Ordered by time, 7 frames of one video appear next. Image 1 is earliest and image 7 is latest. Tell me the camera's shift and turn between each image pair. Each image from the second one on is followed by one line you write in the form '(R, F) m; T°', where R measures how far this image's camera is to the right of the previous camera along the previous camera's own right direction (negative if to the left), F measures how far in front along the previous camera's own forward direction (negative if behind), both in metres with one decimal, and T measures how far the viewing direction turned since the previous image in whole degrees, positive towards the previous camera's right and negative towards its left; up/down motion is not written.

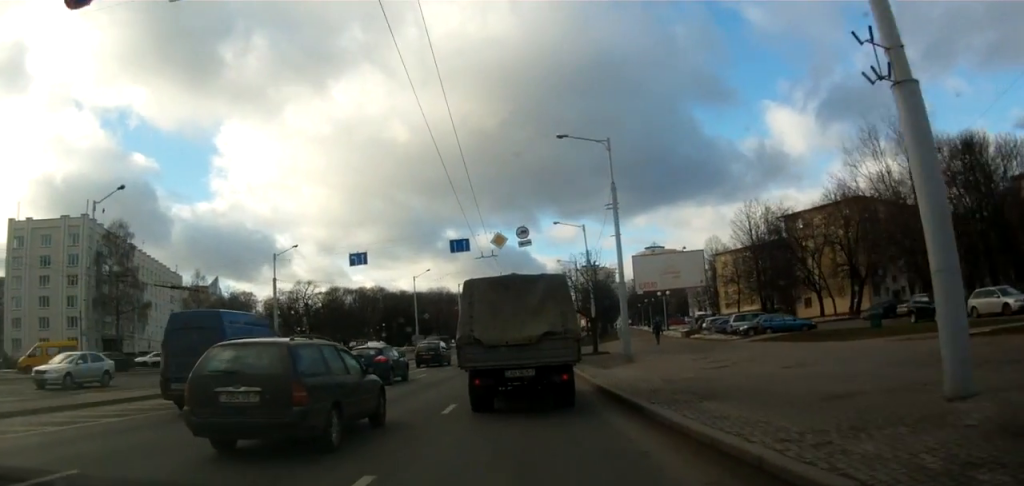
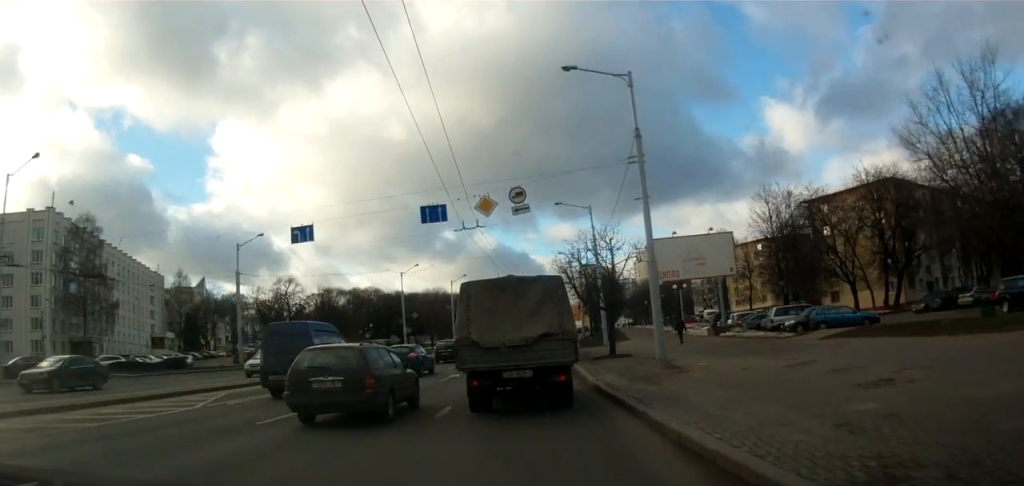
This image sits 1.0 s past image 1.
(0.0, +8.4) m; -1°
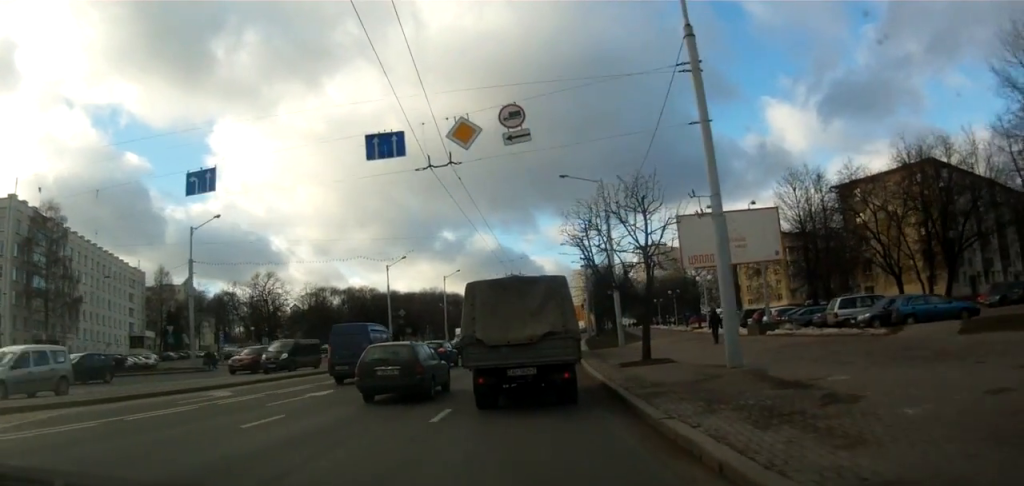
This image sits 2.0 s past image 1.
(-0.2, +8.8) m; +2°
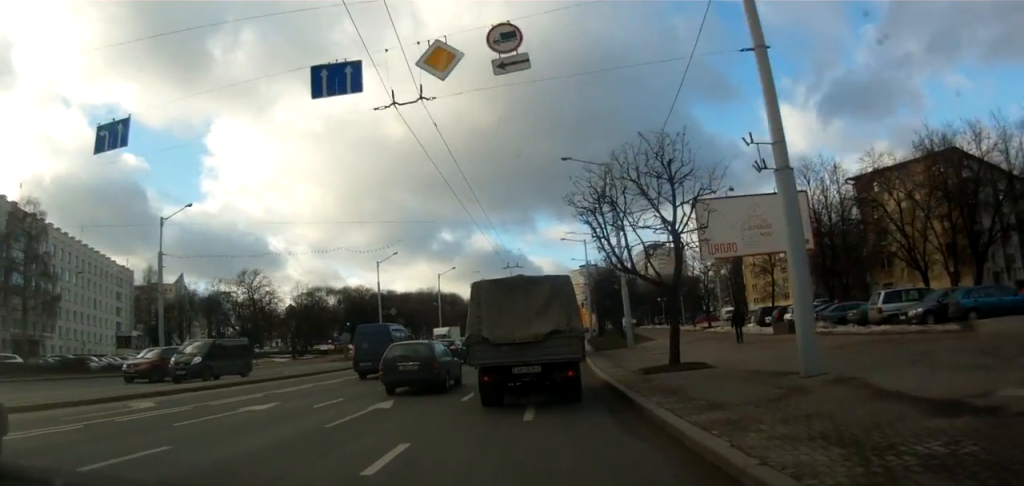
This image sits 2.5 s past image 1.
(-0.2, +4.6) m; +3°
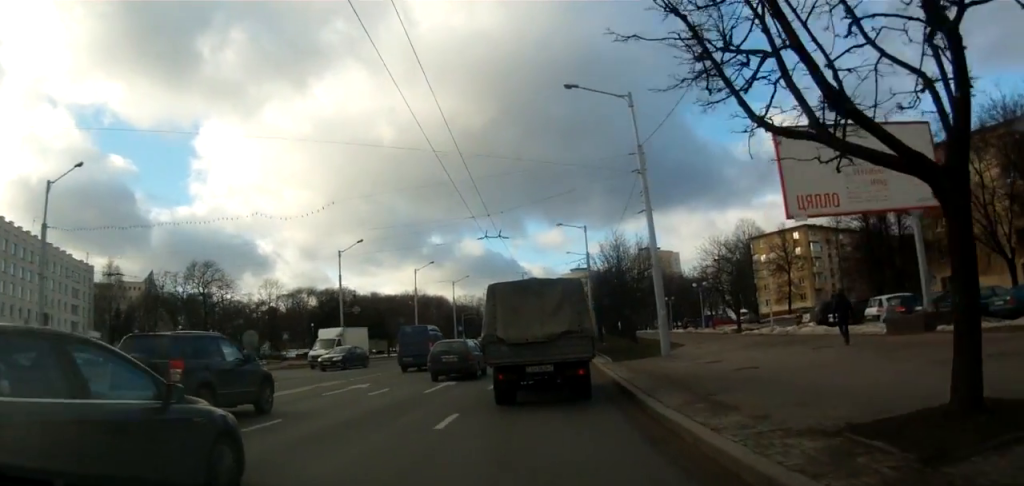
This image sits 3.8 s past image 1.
(+0.8, +12.5) m; +1°
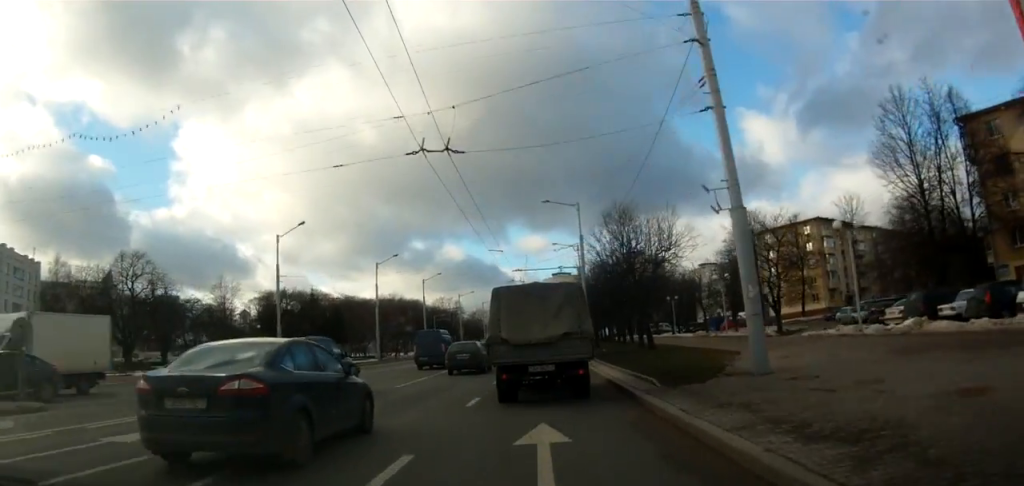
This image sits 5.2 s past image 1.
(-0.4, +12.4) m; -2°
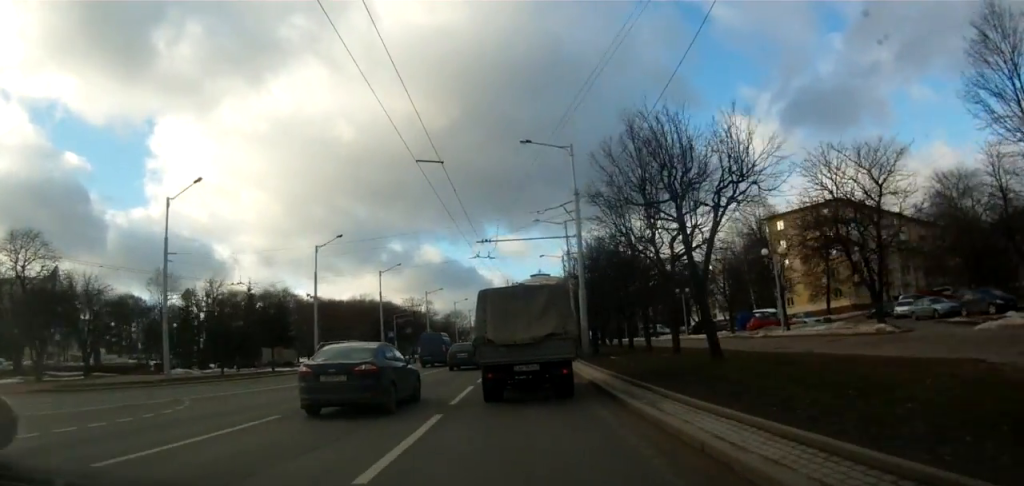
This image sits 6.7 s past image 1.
(-0.1, +14.8) m; -1°
